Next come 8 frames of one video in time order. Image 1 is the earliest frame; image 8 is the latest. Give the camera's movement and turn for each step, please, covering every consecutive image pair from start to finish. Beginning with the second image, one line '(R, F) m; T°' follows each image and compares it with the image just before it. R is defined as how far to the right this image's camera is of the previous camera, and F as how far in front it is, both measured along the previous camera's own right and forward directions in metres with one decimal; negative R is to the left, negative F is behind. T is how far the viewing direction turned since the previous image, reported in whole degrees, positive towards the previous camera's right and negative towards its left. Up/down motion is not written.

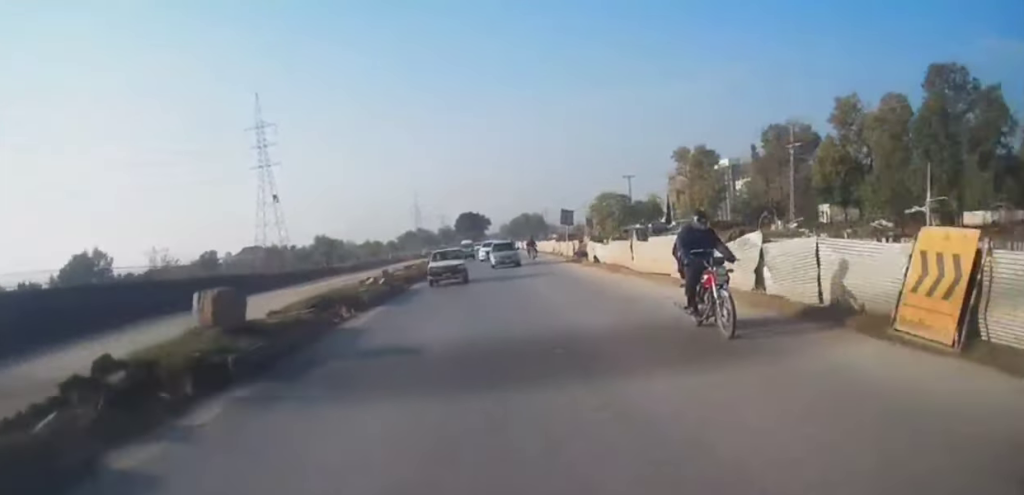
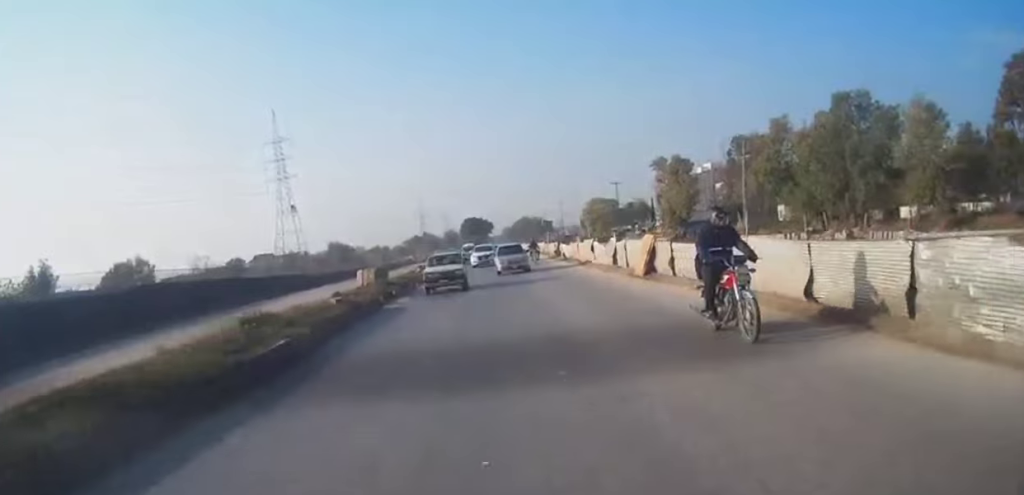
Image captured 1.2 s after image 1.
(+0.5, +14.1) m; 0°
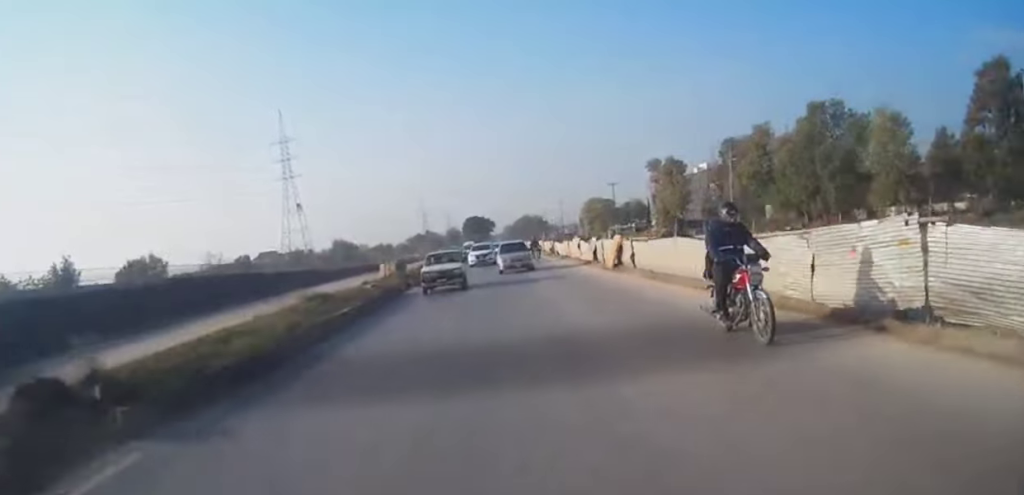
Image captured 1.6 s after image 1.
(-0.3, +4.9) m; -1°
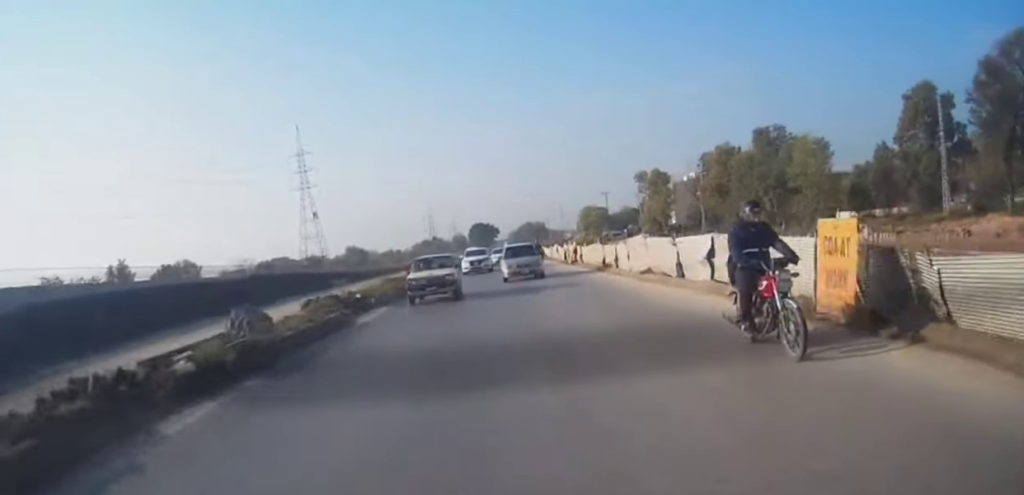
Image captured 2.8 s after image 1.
(-0.1, +13.4) m; 0°
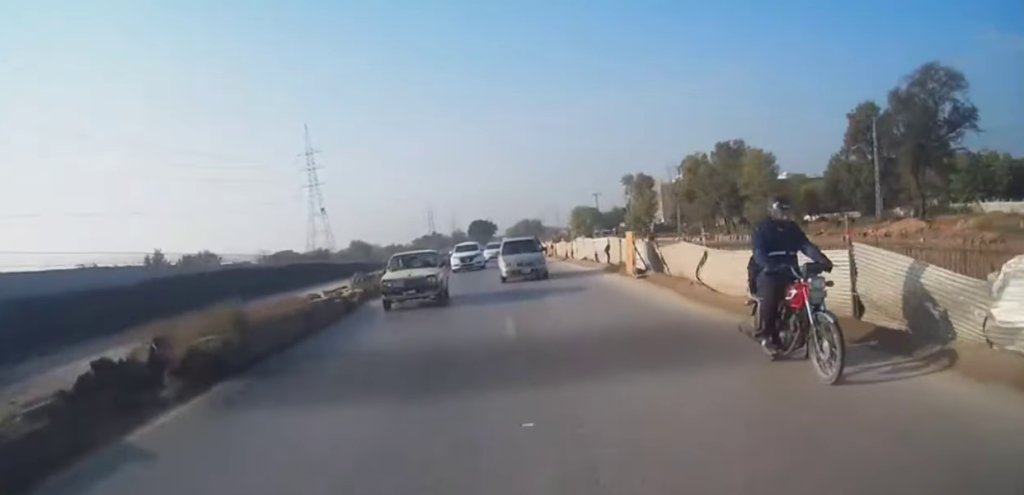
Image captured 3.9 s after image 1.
(+0.1, +12.1) m; 0°
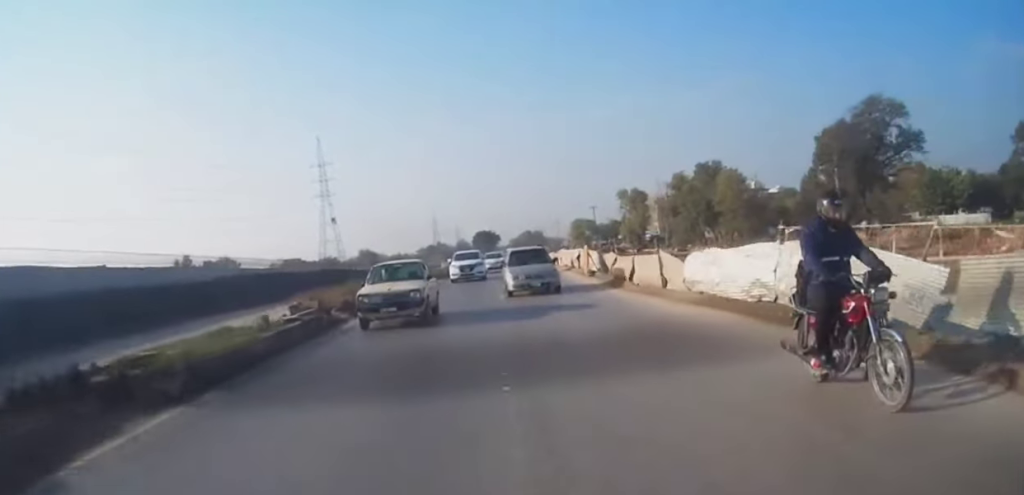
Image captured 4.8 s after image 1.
(0.0, +9.5) m; -1°
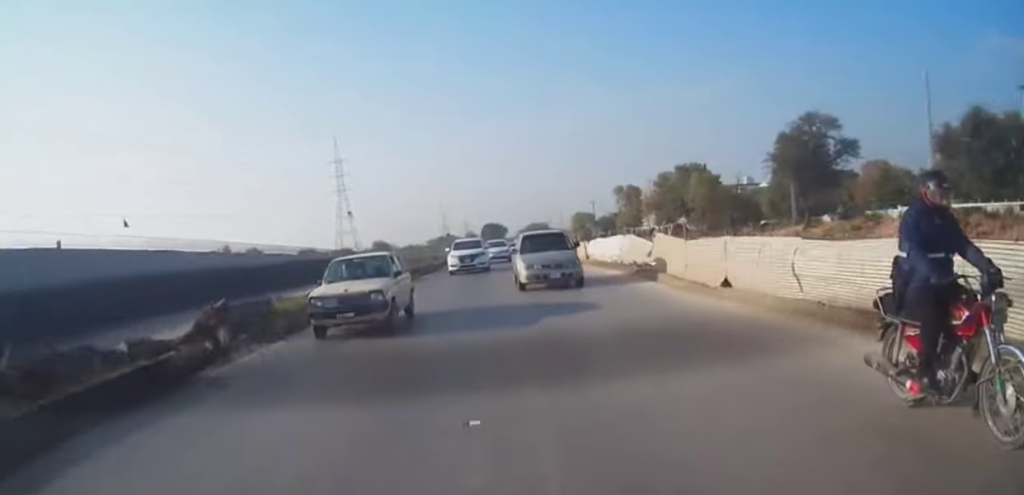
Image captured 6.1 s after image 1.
(-0.4, +14.5) m; 0°
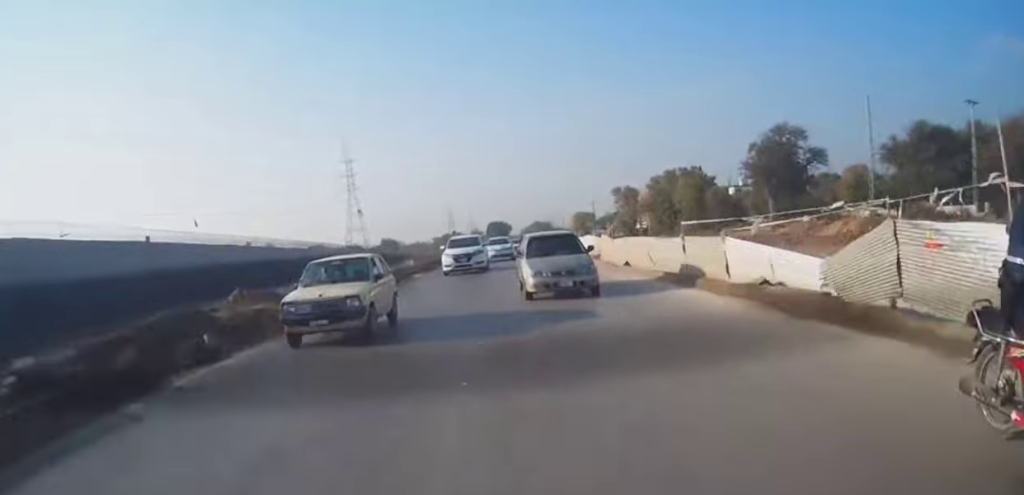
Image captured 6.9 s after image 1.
(+0.3, +9.3) m; 0°
